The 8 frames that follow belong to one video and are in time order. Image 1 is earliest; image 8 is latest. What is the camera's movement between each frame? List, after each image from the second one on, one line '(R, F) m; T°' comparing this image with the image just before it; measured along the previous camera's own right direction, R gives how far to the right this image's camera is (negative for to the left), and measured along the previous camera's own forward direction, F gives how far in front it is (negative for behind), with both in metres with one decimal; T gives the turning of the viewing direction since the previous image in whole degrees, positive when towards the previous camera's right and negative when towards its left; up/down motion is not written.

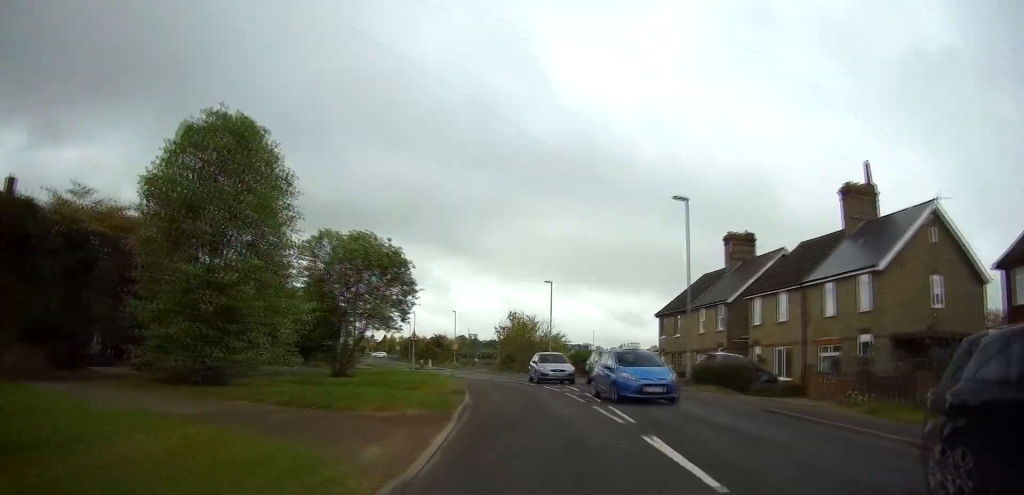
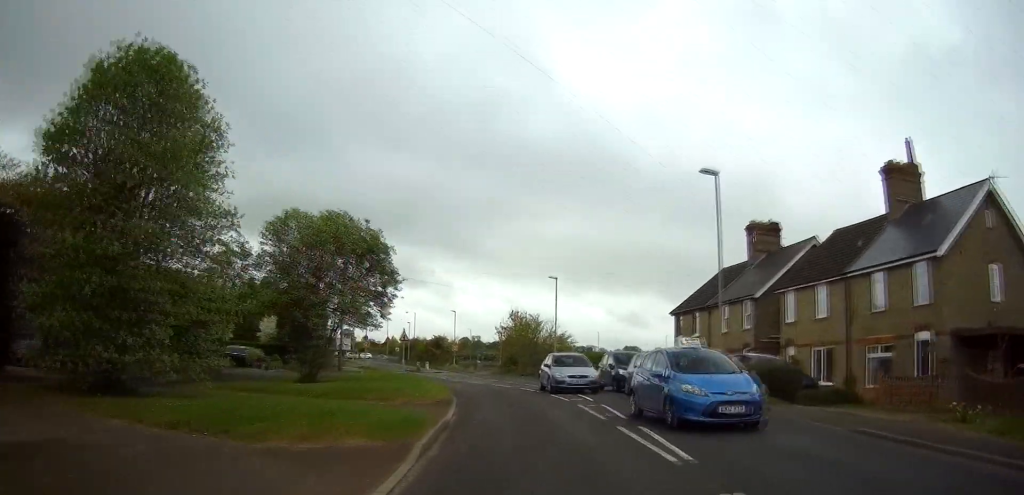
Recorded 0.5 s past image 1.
(-0.1, +4.5) m; -1°
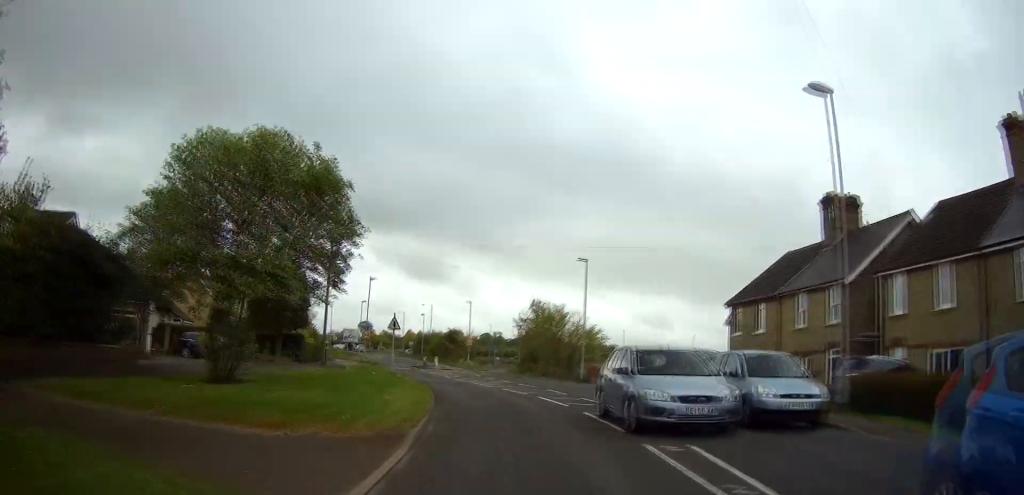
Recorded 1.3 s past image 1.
(-0.1, +8.5) m; -1°
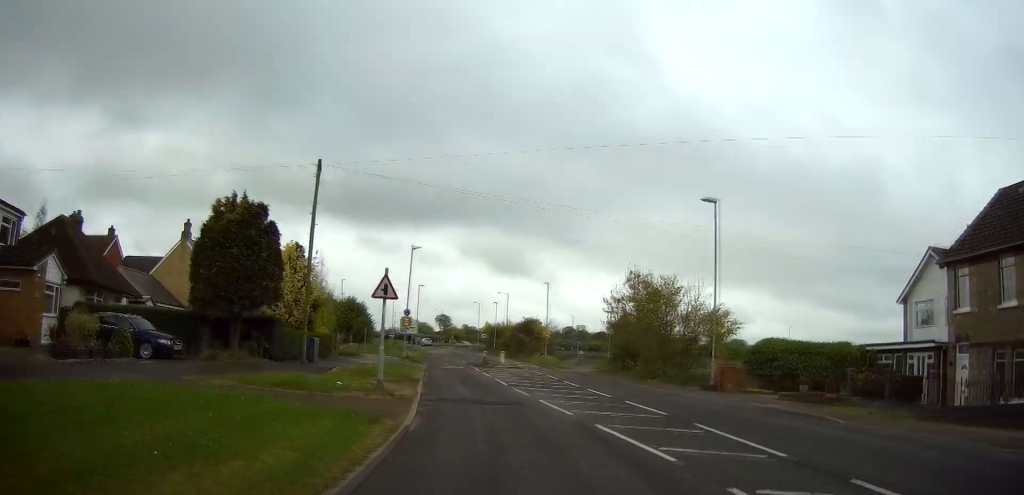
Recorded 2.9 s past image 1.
(-0.4, +15.1) m; -6°
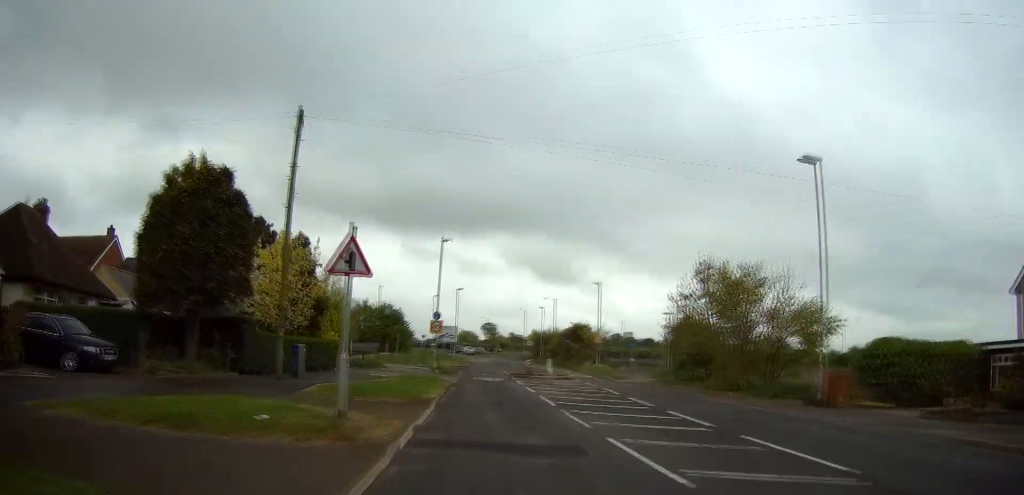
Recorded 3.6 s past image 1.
(-0.4, +6.7) m; -4°
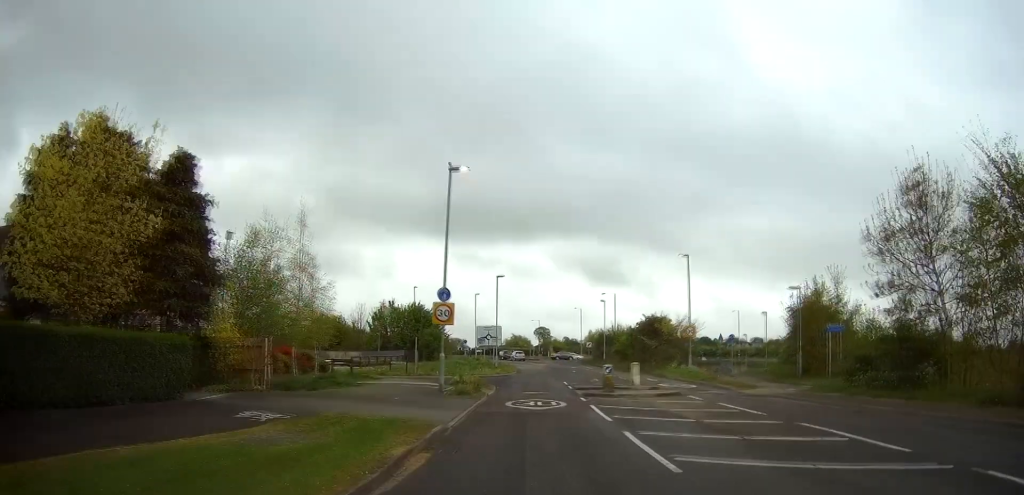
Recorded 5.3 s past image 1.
(-0.9, +16.4) m; -5°
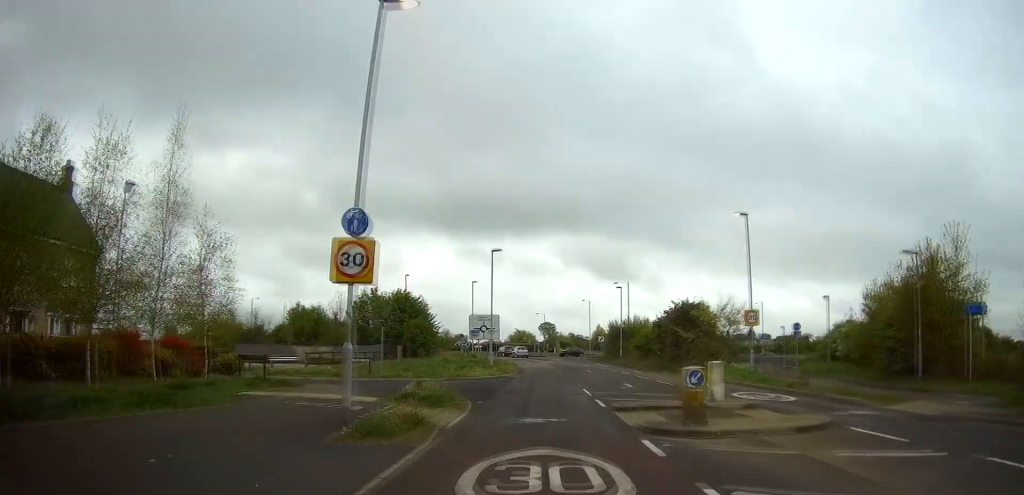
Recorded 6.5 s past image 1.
(-0.2, +11.5) m; -1°
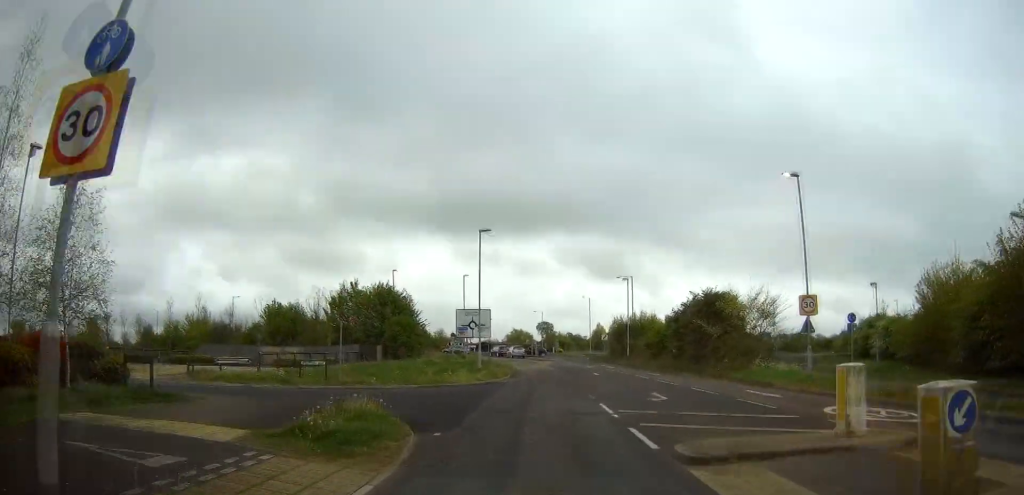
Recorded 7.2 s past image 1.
(0.0, +7.1) m; +1°
